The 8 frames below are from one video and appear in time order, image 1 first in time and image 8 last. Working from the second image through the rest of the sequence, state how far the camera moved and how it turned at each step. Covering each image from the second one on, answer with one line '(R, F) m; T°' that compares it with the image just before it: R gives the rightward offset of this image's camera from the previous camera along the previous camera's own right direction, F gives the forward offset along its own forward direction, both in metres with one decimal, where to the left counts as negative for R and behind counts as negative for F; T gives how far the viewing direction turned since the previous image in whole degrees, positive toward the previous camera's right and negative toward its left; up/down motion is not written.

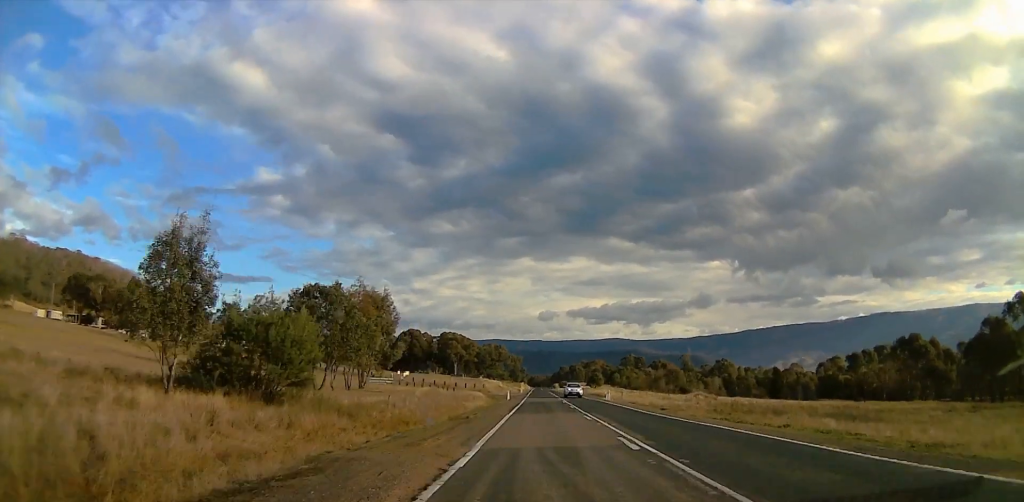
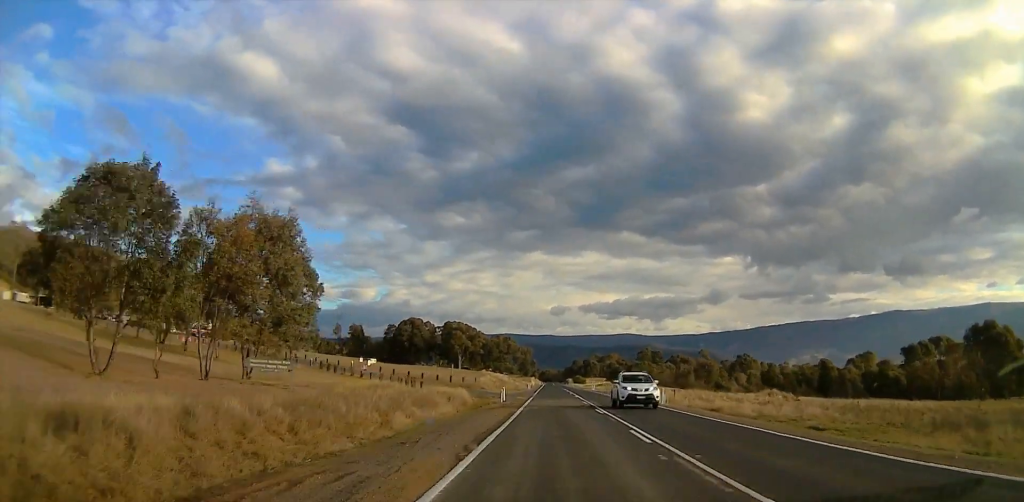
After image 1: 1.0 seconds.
(+1.0, +24.7) m; +1°
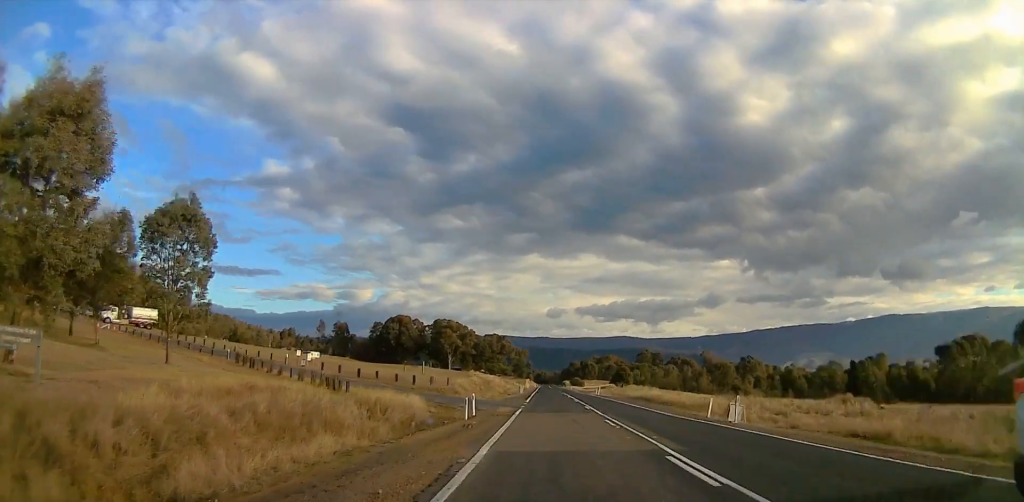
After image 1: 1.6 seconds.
(-0.3, +17.6) m; -2°
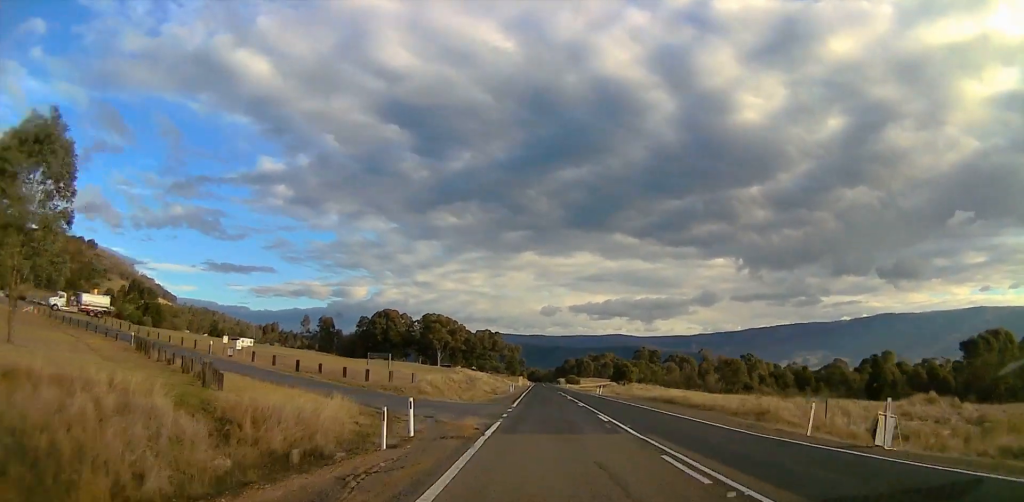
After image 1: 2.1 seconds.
(-0.2, +12.3) m; +1°
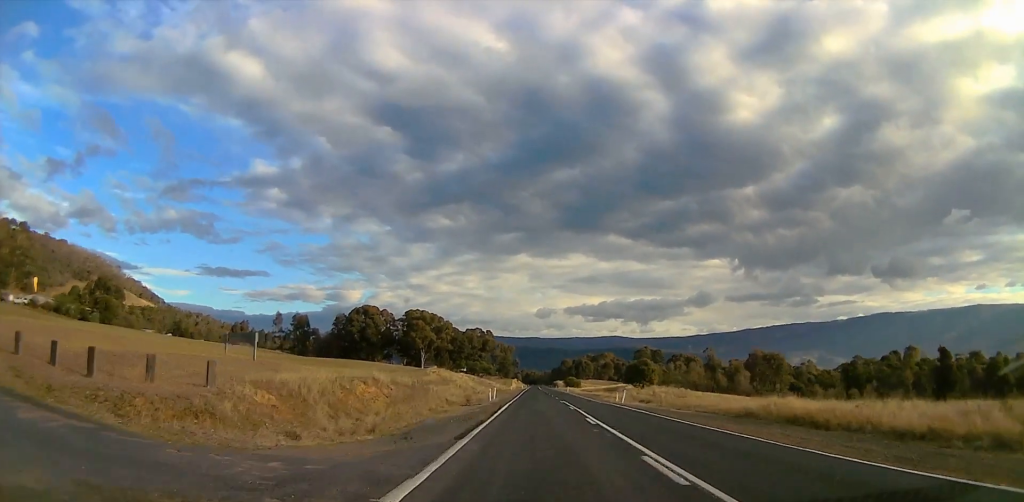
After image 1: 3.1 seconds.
(+0.2, +24.6) m; +1°
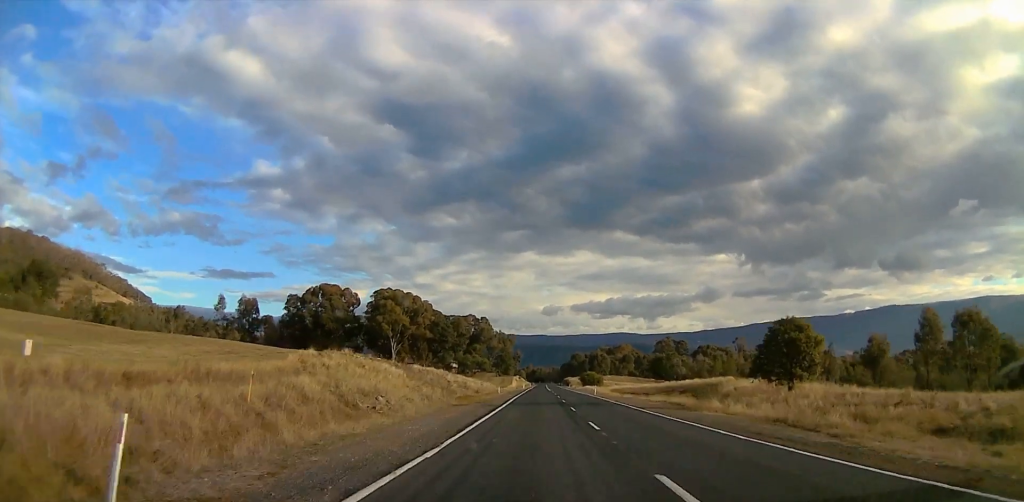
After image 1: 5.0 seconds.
(+0.4, +50.9) m; 0°
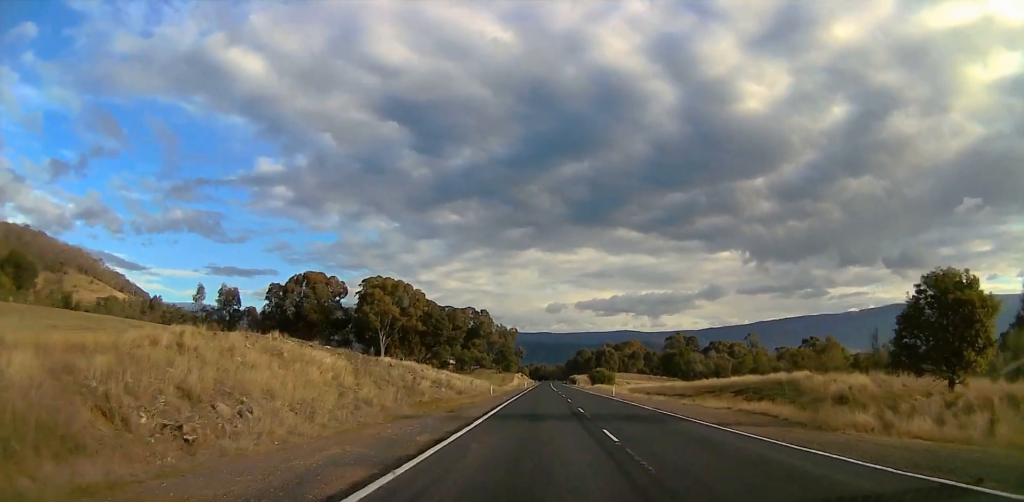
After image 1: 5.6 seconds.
(+0.6, +15.8) m; -1°
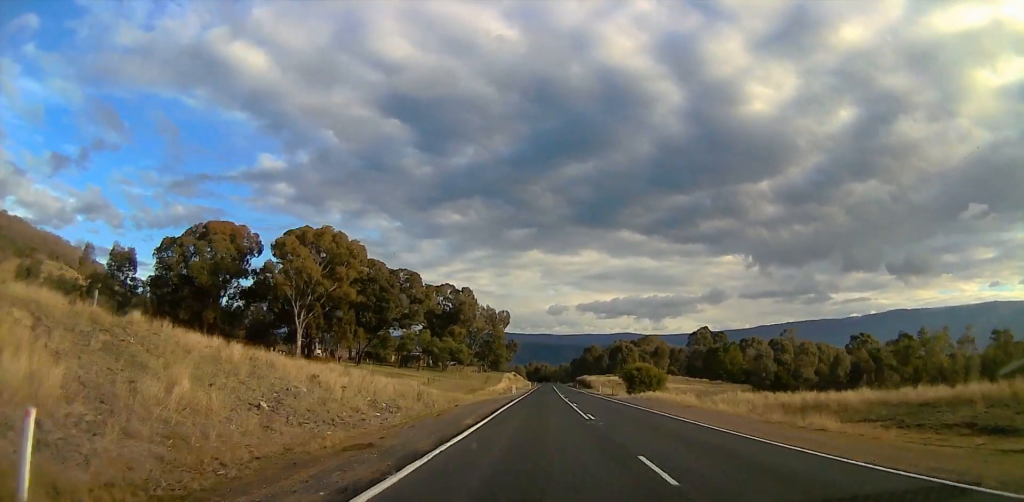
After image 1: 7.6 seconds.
(-1.4, +53.6) m; +1°
